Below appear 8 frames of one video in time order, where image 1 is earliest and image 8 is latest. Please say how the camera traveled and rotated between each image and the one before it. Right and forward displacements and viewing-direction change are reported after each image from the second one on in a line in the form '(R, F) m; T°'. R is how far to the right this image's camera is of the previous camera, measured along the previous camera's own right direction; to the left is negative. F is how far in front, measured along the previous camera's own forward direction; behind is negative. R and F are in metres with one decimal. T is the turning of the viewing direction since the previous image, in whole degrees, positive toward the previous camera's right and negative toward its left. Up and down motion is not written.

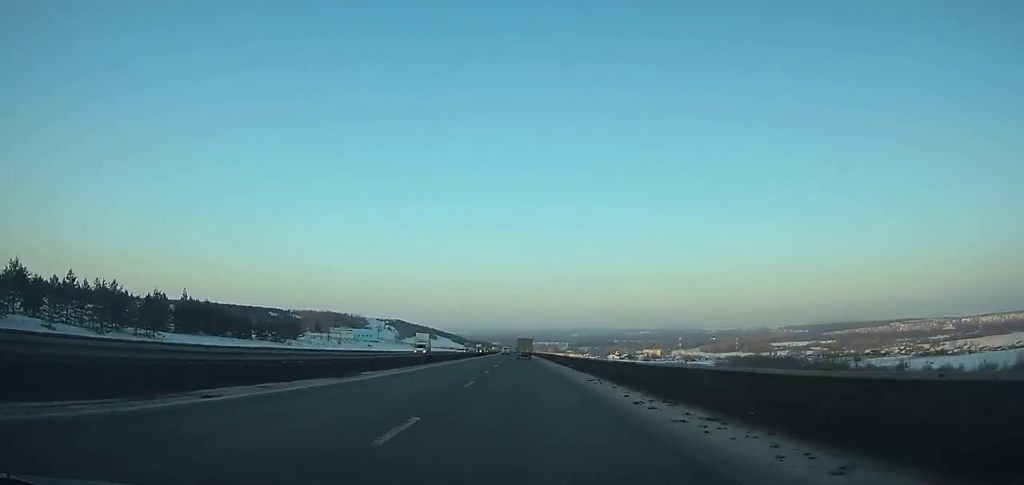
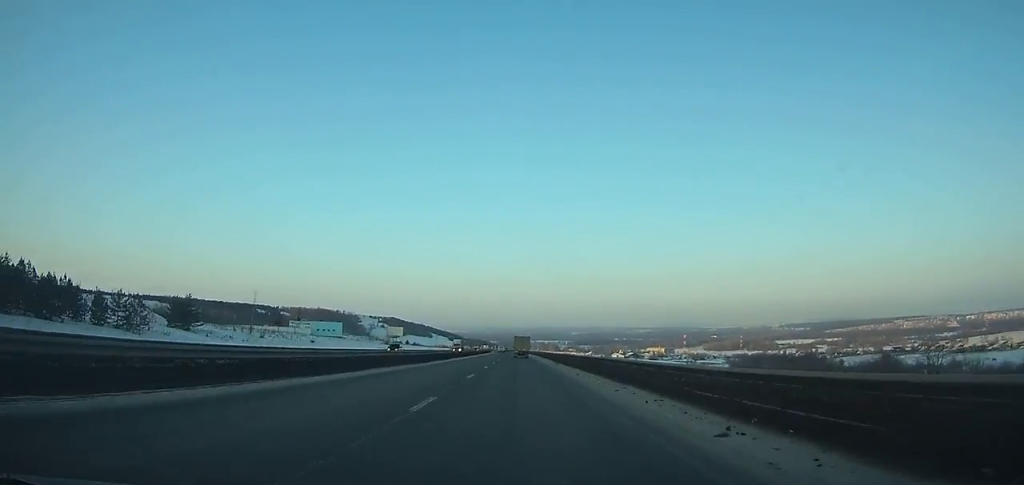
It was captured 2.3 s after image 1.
(-0.2, +57.9) m; 0°
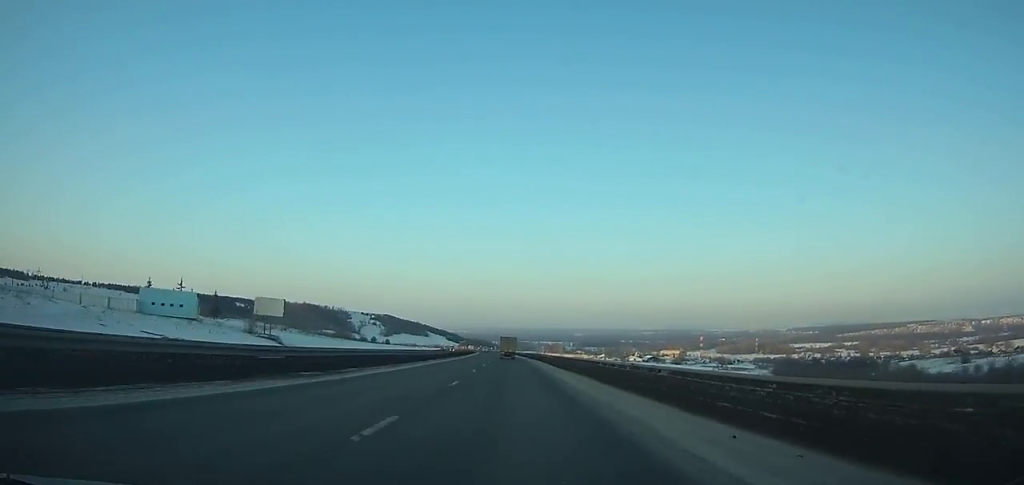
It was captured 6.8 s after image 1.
(-0.7, +113.2) m; -1°
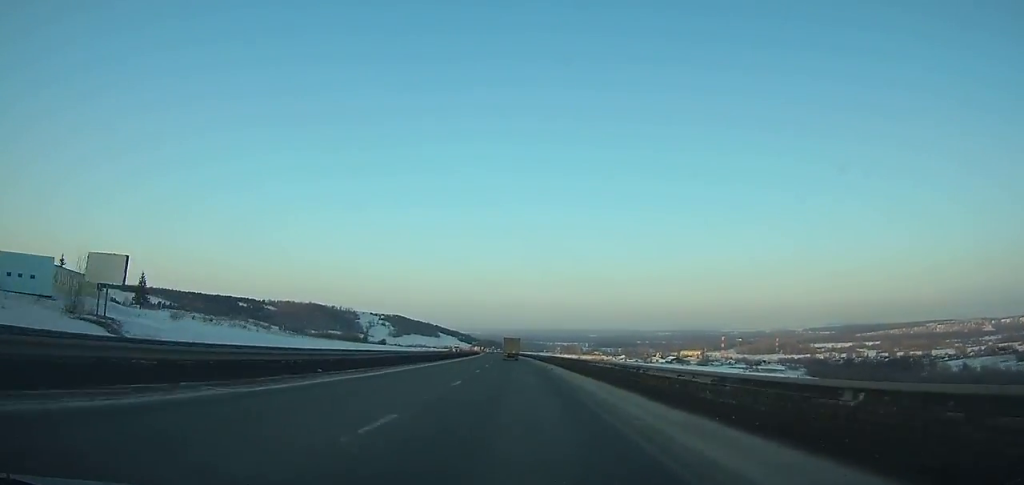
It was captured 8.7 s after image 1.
(-0.4, +47.8) m; -1°
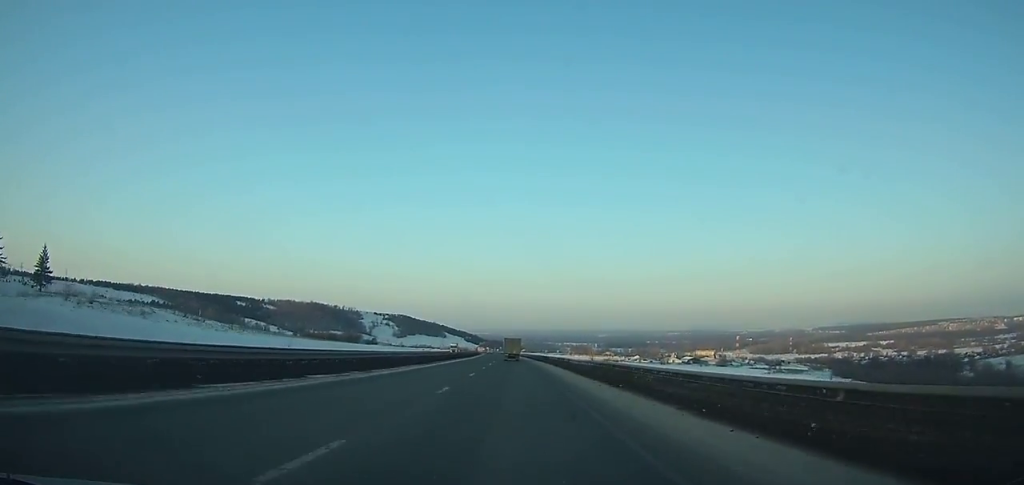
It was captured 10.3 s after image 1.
(-0.2, +40.3) m; -1°
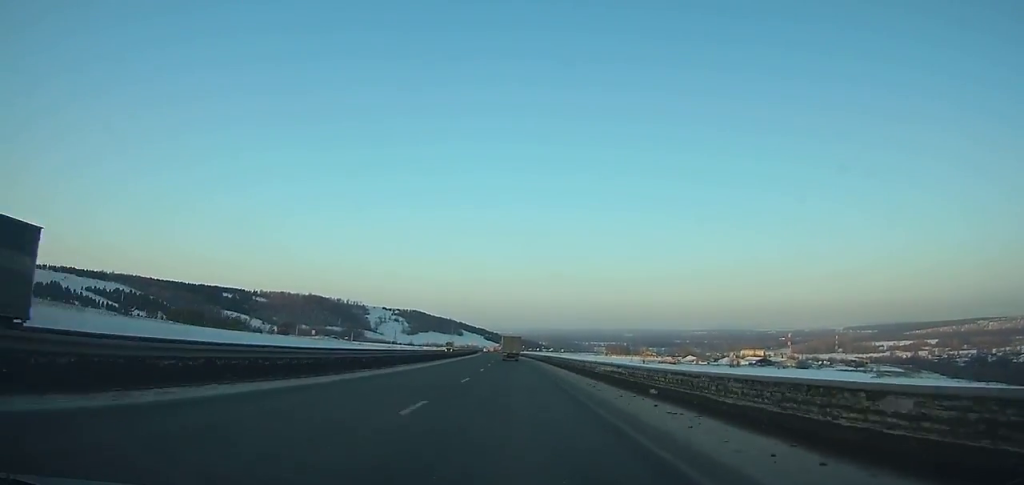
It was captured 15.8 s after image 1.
(-2.4, +138.2) m; -2°
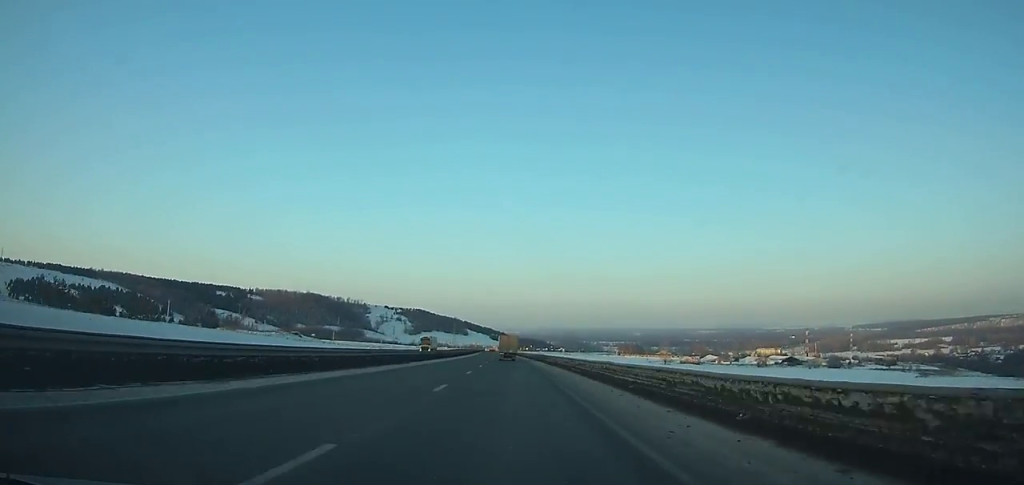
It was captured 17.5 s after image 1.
(-0.3, +42.7) m; -1°
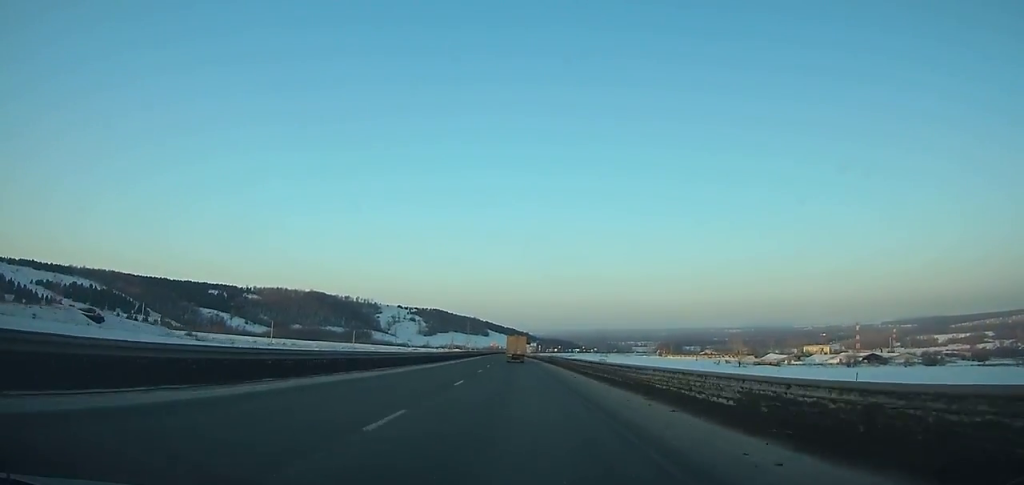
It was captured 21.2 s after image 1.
(-1.6, +92.8) m; -2°
